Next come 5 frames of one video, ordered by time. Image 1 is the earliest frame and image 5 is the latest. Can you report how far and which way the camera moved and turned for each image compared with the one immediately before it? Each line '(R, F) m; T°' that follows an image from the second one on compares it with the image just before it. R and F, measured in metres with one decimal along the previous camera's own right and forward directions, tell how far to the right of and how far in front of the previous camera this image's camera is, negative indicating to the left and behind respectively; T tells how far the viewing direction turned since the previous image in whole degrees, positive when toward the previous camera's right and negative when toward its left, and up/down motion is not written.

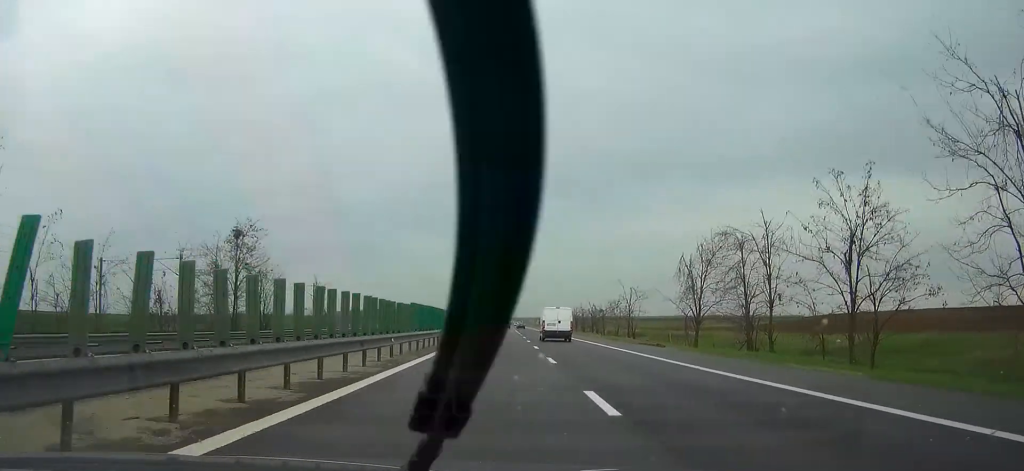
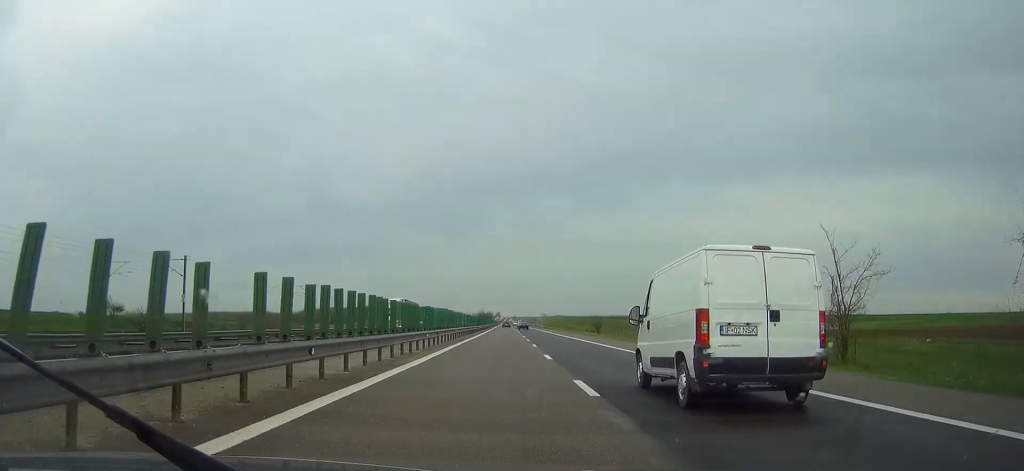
(+0.1, +103.5) m; 0°
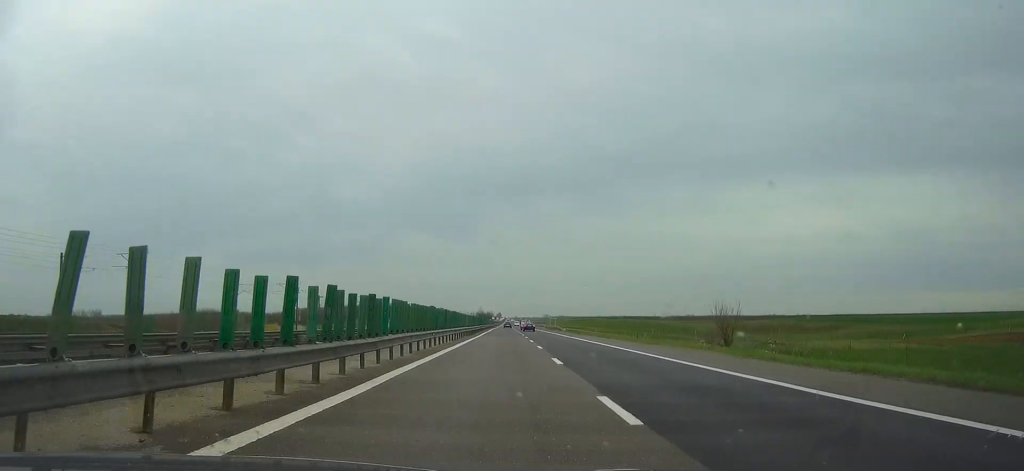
(-0.3, +65.0) m; 0°
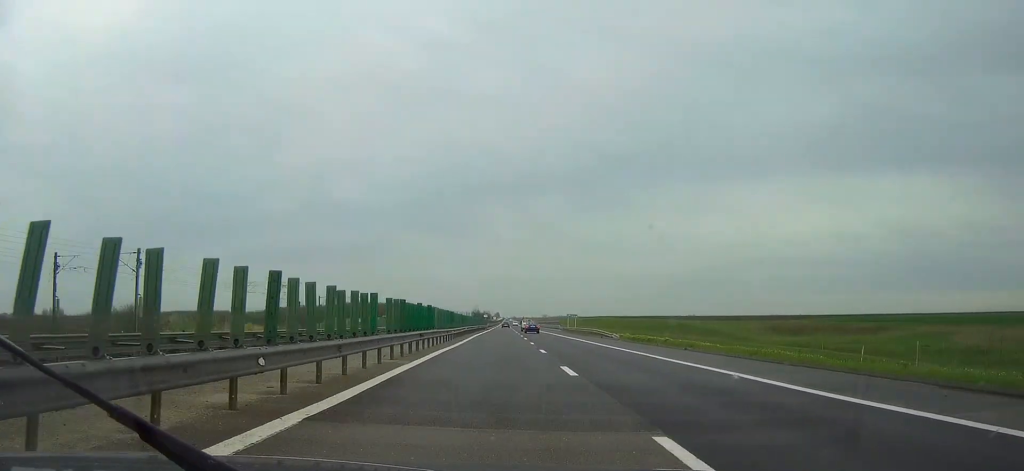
(+0.1, +58.6) m; 0°
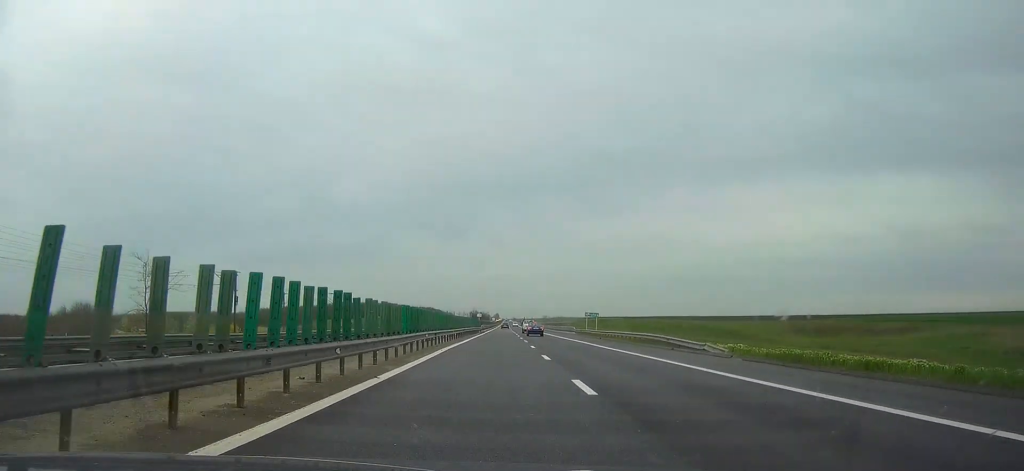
(0.0, +33.7) m; 0°
